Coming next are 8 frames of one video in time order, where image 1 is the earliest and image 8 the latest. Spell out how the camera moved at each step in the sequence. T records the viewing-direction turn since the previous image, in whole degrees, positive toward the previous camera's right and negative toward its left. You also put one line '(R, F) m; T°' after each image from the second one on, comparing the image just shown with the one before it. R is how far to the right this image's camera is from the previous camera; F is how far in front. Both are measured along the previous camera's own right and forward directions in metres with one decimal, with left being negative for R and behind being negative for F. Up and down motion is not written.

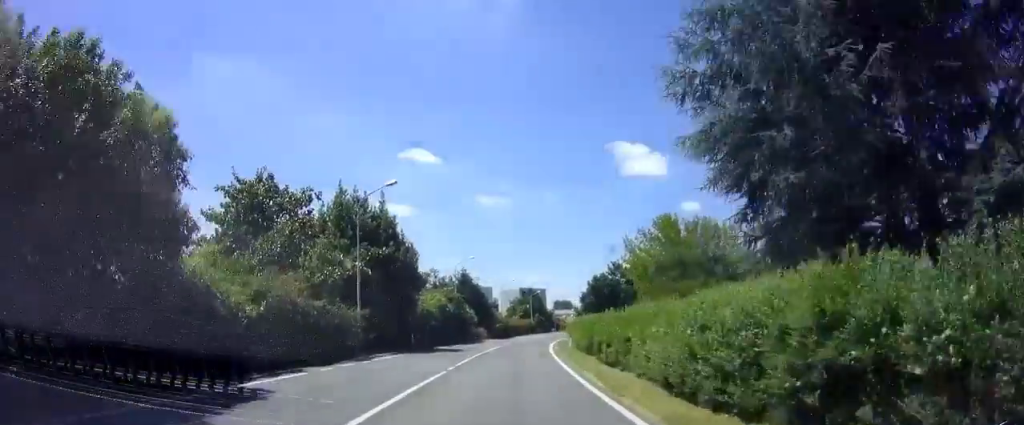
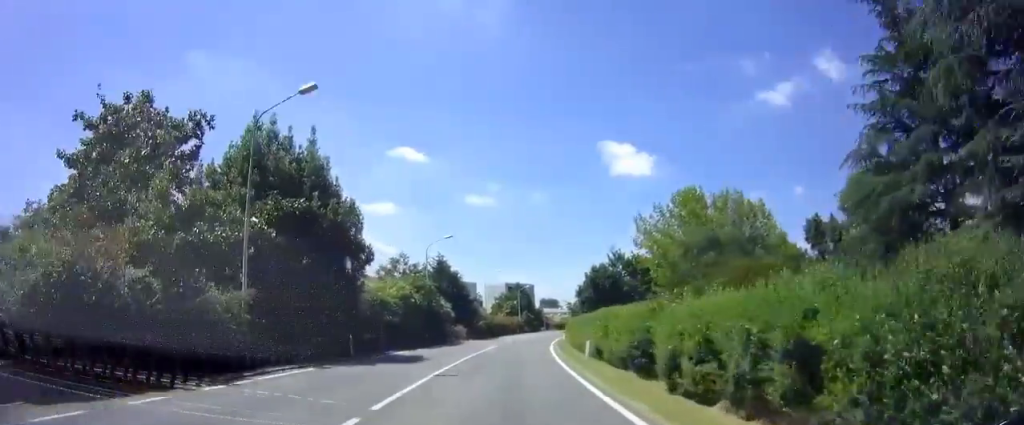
(+0.1, +10.7) m; 0°
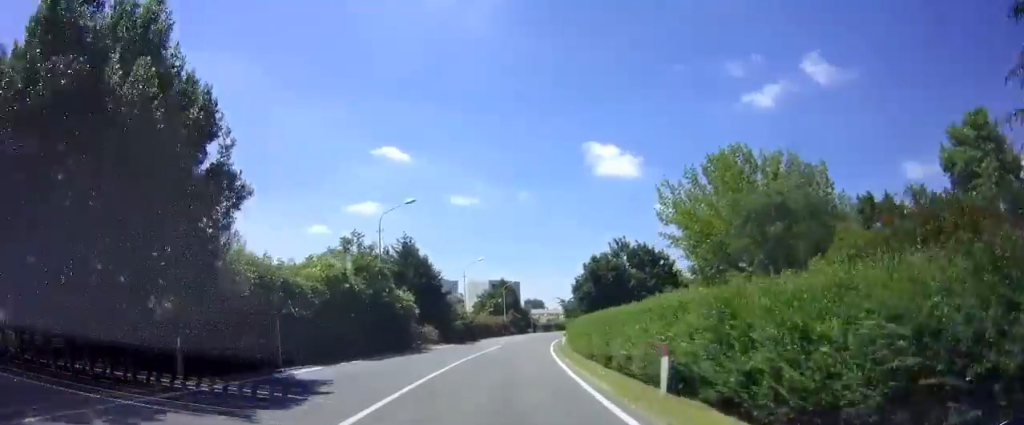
(0.0, +11.9) m; +2°
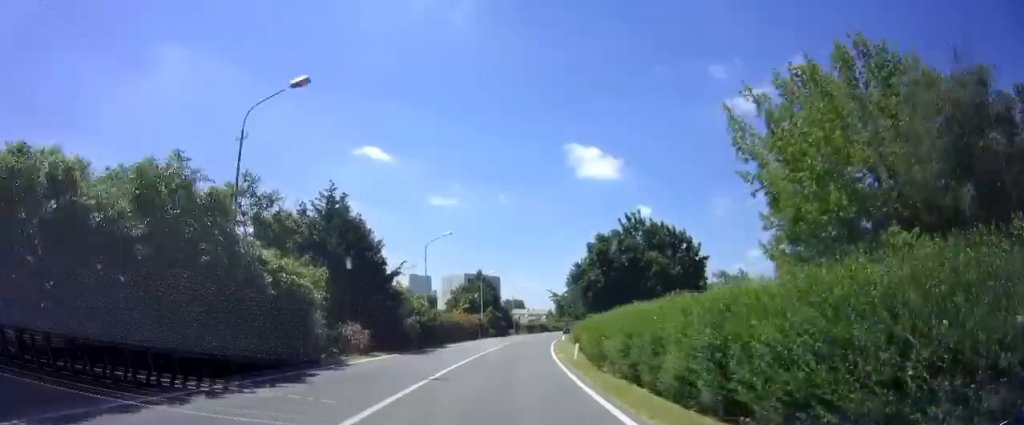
(+0.2, +14.3) m; +3°
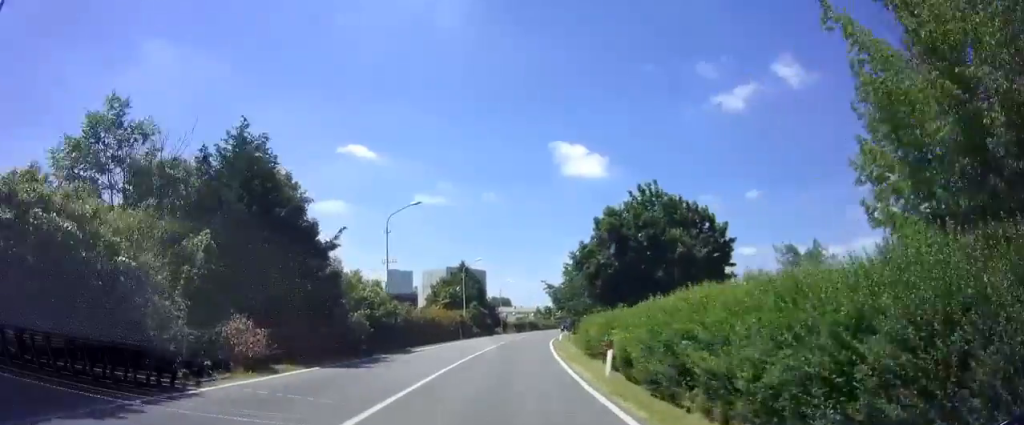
(+0.3, +9.2) m; +2°
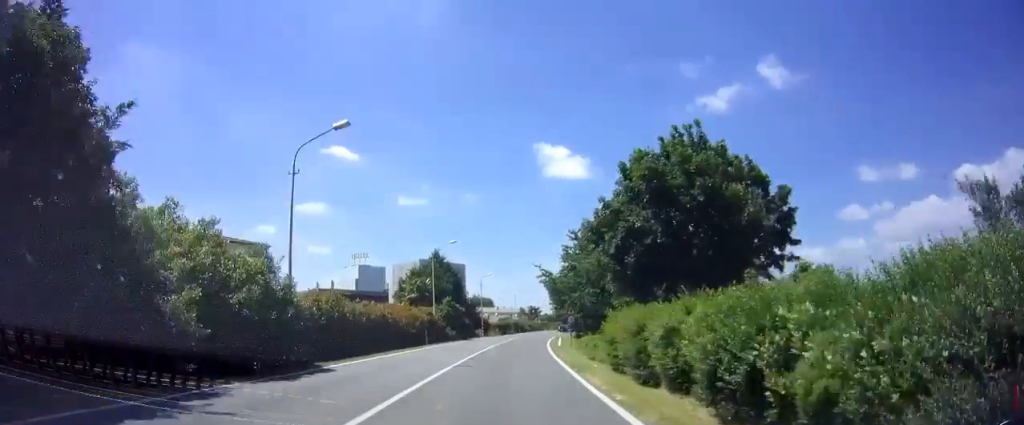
(+0.2, +12.6) m; +2°
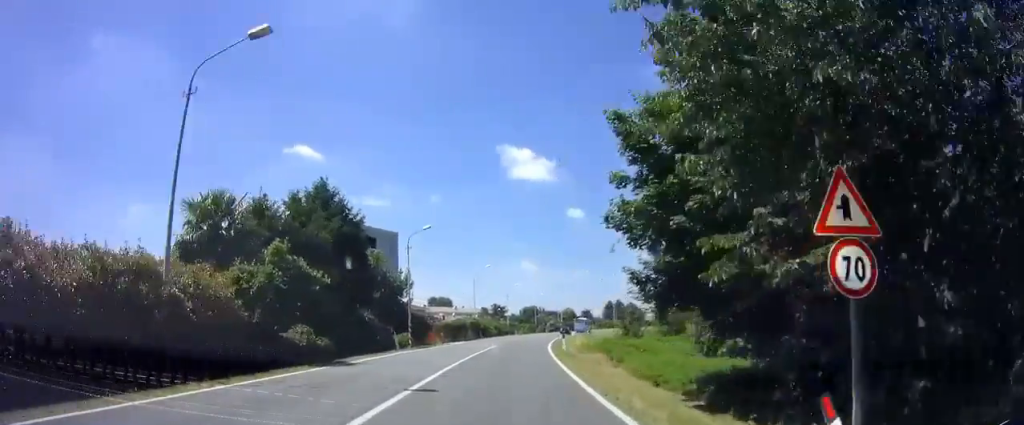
(+1.1, +32.5) m; +4°
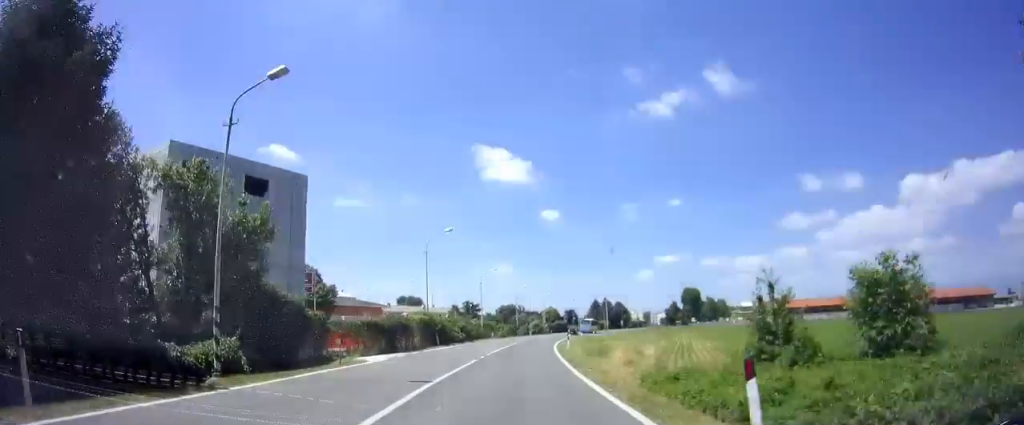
(+0.5, +22.9) m; +3°
